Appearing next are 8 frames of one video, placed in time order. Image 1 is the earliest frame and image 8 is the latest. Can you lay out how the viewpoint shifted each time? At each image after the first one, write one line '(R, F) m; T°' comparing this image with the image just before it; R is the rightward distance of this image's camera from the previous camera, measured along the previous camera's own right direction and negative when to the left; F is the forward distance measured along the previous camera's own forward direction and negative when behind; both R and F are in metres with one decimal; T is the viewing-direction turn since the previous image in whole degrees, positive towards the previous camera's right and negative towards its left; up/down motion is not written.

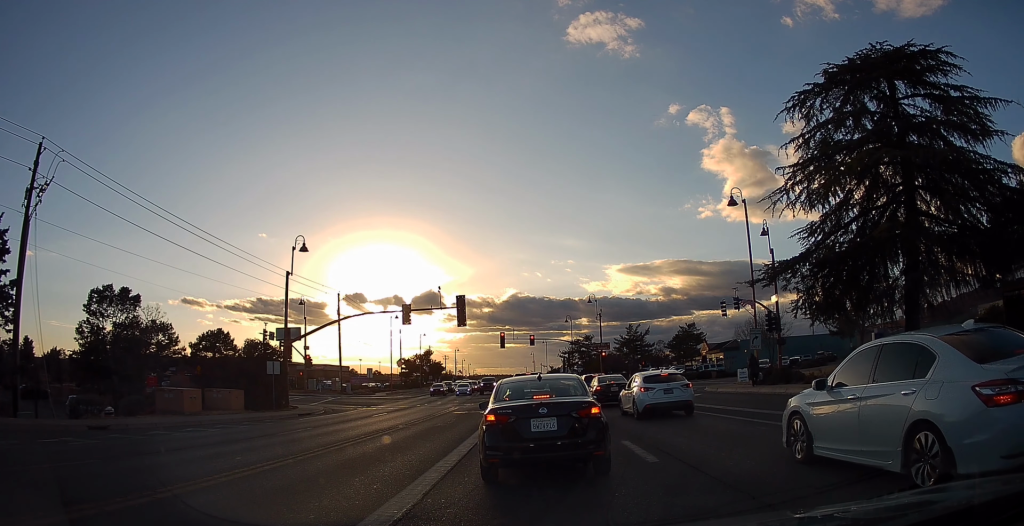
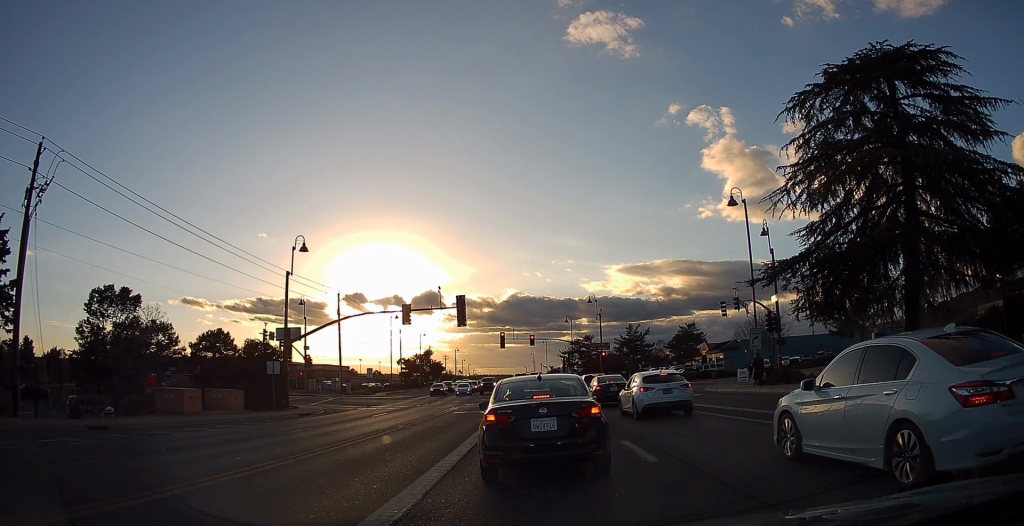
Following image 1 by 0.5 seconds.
(0.0, 0.0) m; 0°
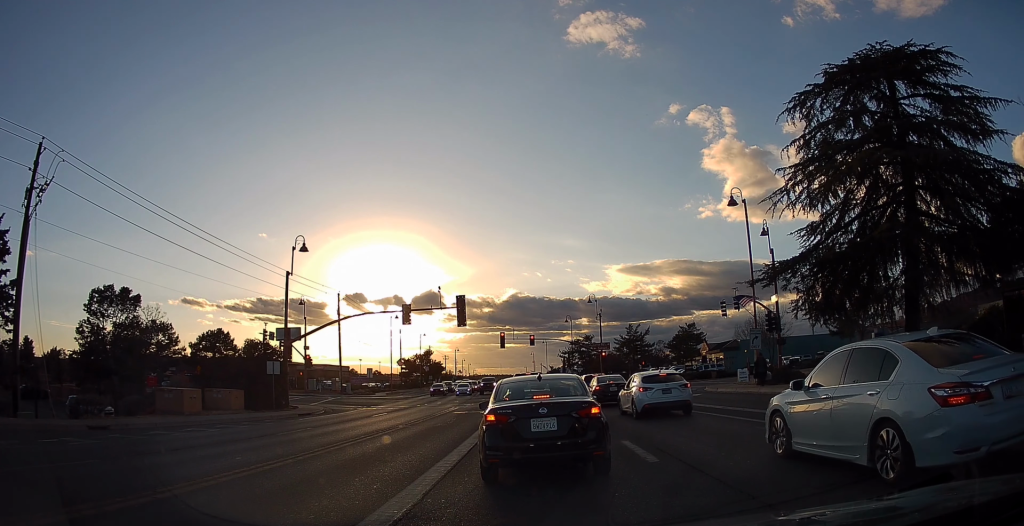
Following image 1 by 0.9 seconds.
(0.0, 0.0) m; 0°
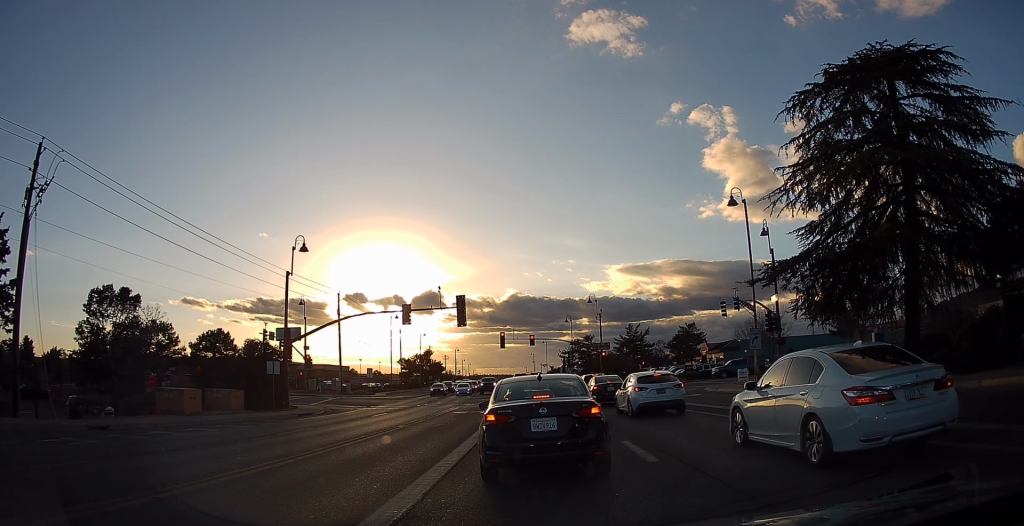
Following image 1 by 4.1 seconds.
(0.0, 0.0) m; 0°
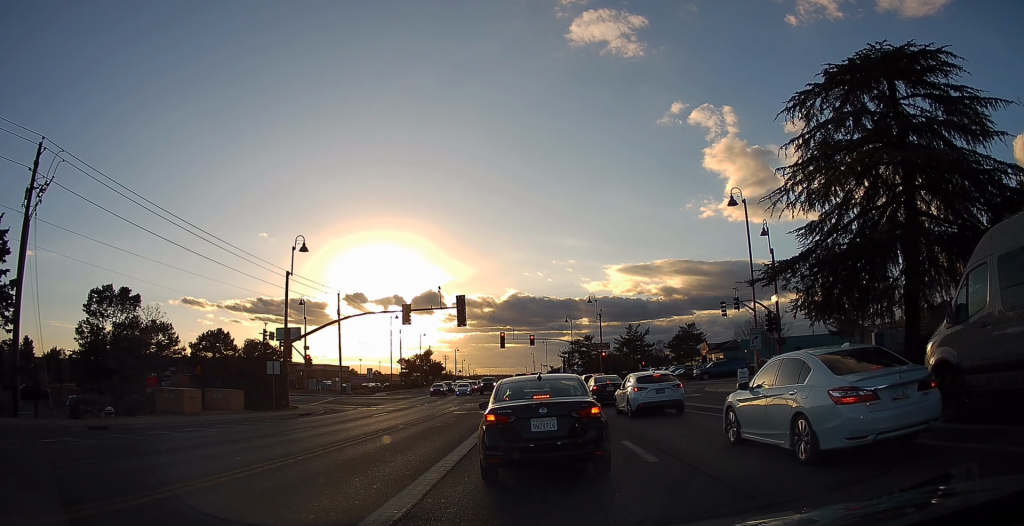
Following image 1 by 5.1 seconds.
(0.0, 0.0) m; 0°
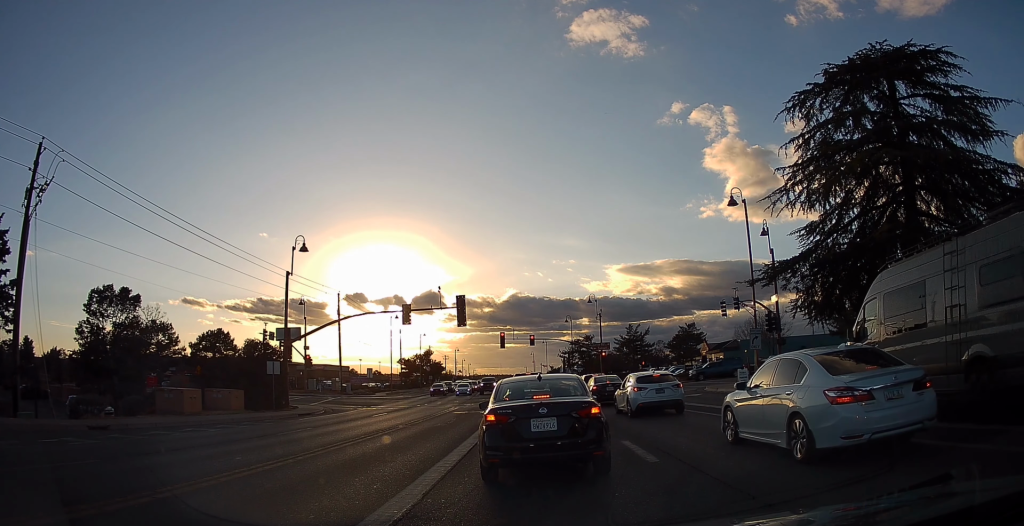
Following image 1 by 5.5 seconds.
(0.0, 0.0) m; 0°
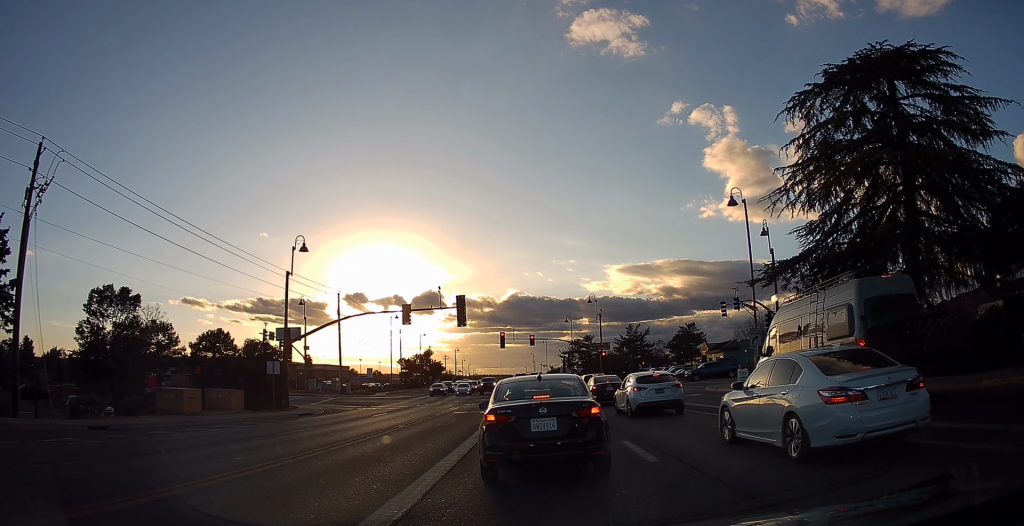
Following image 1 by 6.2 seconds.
(0.0, 0.0) m; 0°
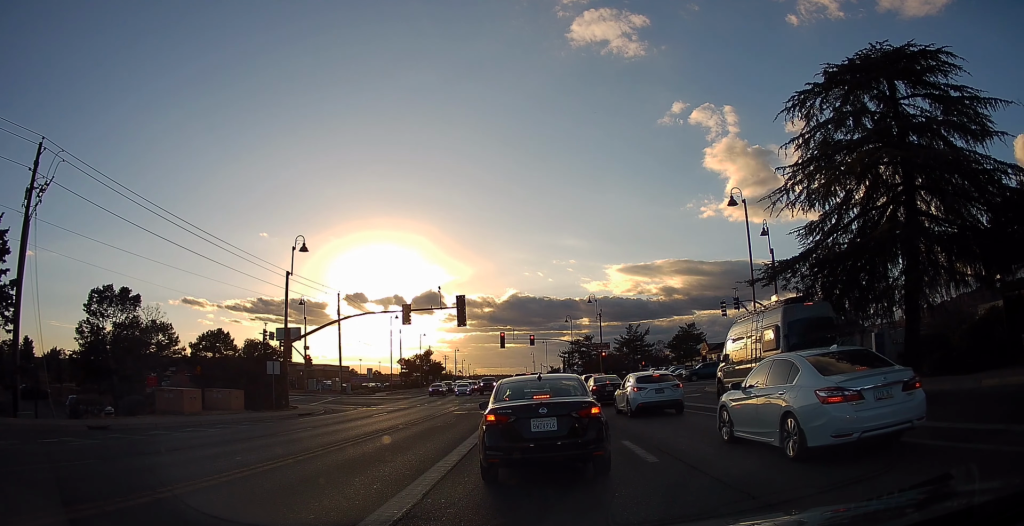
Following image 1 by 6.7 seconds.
(0.0, 0.0) m; 0°
